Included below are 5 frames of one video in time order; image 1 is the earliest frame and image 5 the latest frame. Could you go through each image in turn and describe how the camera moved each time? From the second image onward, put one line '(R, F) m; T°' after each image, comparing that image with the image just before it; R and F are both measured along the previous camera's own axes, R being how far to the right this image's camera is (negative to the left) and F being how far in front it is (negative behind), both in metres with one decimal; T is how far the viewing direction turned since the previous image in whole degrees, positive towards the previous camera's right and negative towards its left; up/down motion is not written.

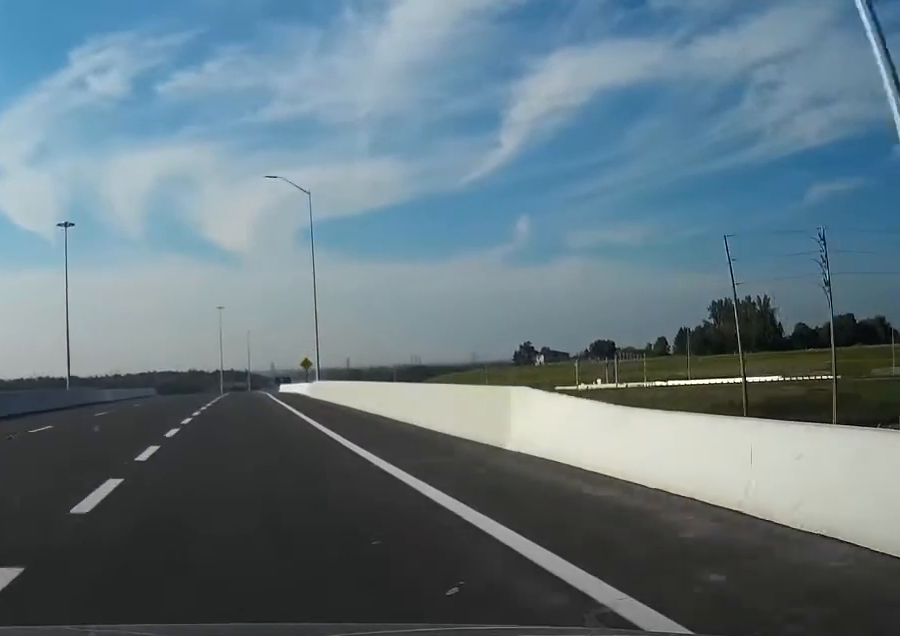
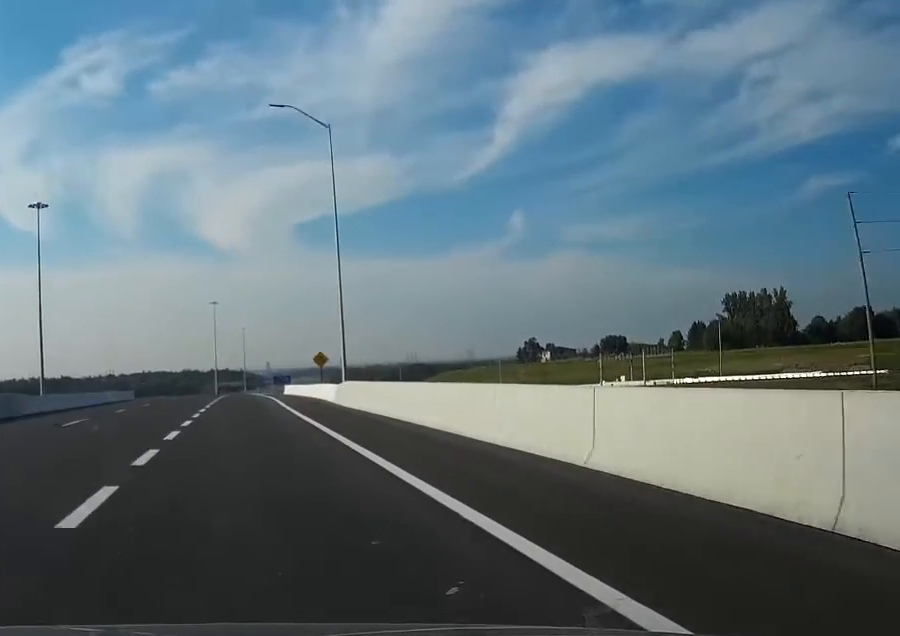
(0.0, +18.8) m; 0°
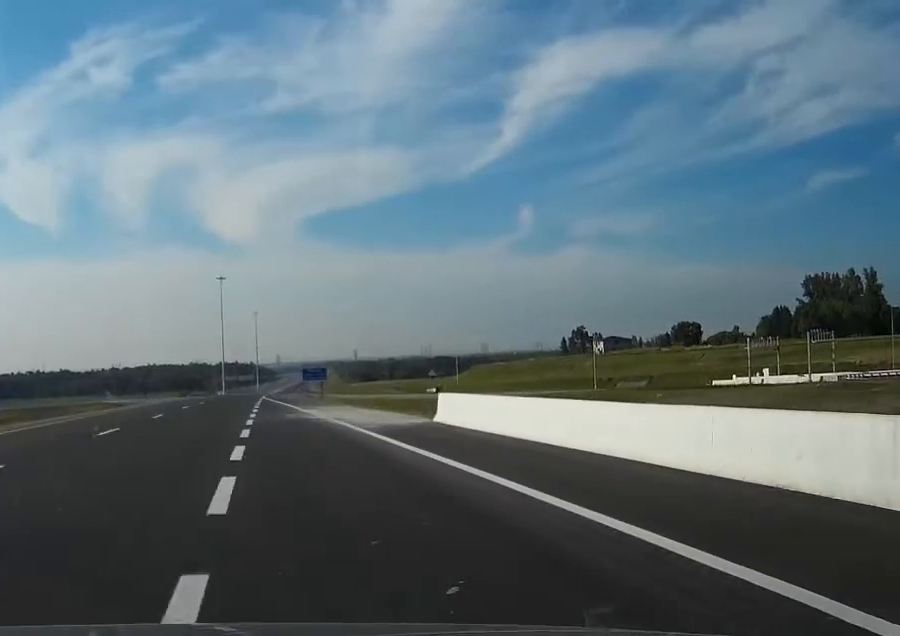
(-0.2, +64.7) m; 0°
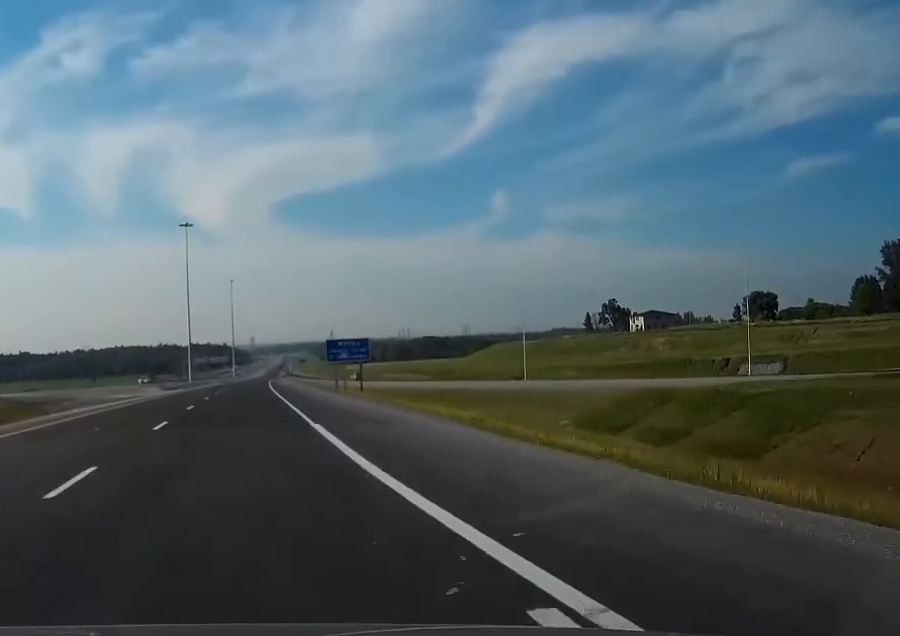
(+0.9, +72.9) m; +2°
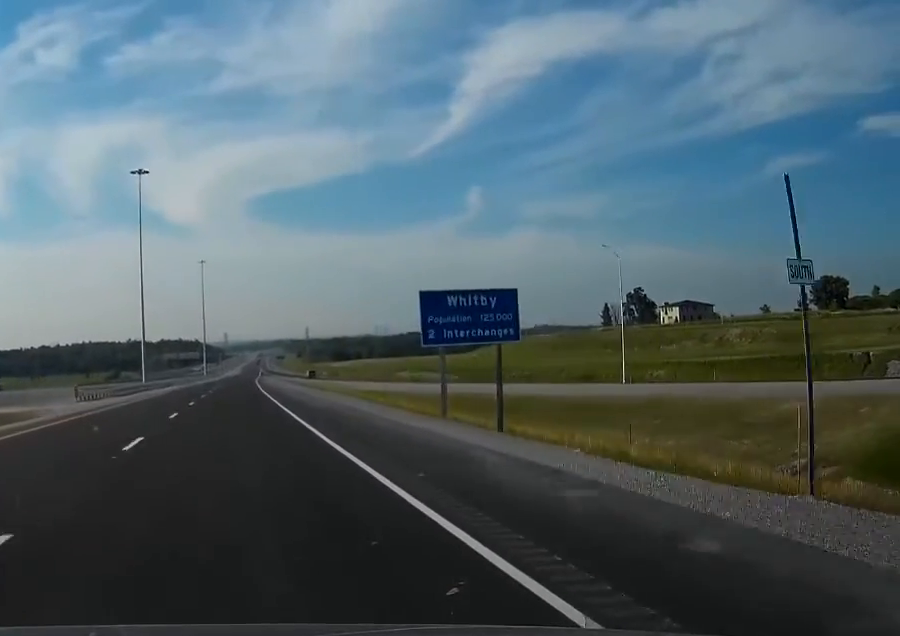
(+0.6, +53.0) m; +2°
